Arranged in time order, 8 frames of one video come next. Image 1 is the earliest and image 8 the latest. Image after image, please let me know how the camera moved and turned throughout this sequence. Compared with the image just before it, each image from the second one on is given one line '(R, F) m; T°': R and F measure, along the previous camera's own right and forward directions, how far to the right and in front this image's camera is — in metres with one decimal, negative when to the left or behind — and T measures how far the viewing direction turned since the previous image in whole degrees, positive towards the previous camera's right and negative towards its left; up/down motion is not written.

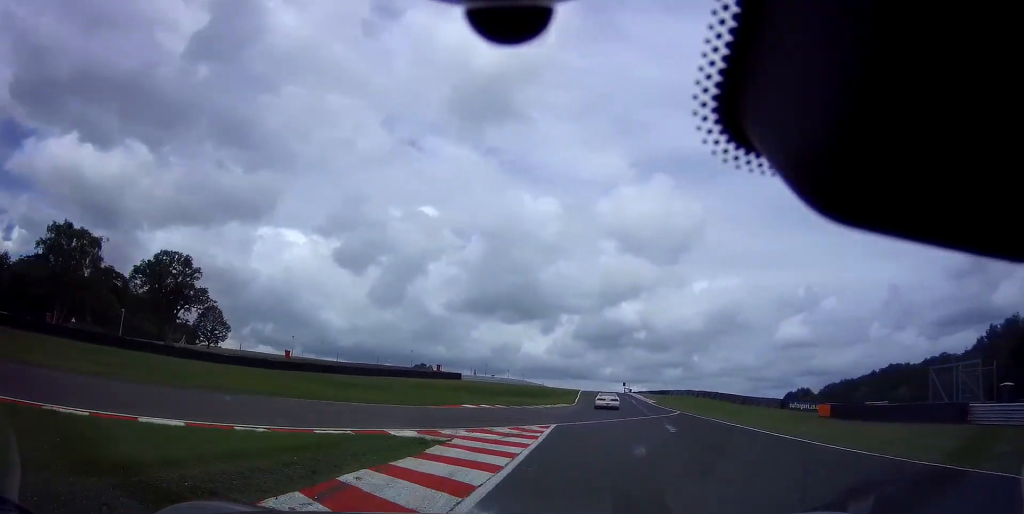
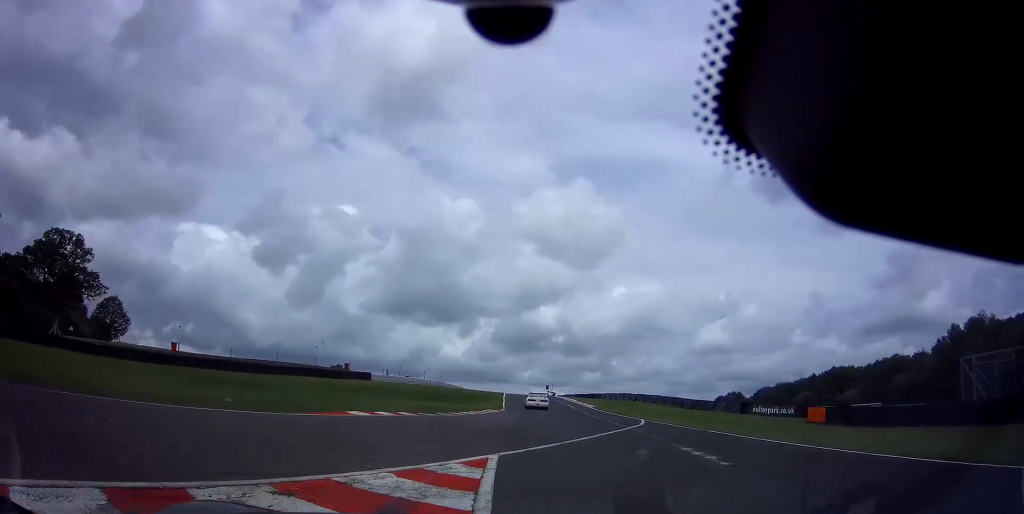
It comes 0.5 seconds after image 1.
(+0.4, +8.7) m; +9°
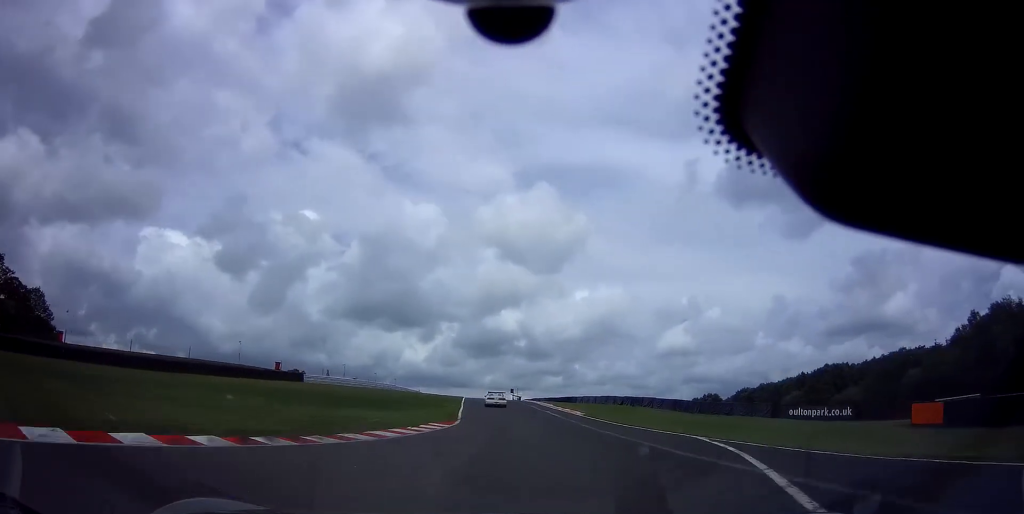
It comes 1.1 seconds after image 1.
(+1.4, +13.4) m; +4°
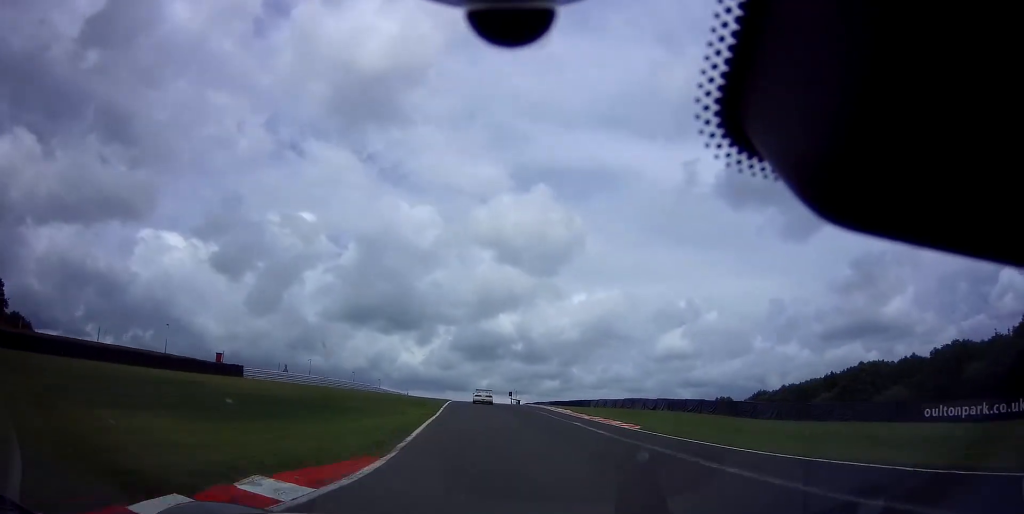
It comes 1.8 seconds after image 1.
(+0.6, +15.0) m; +2°
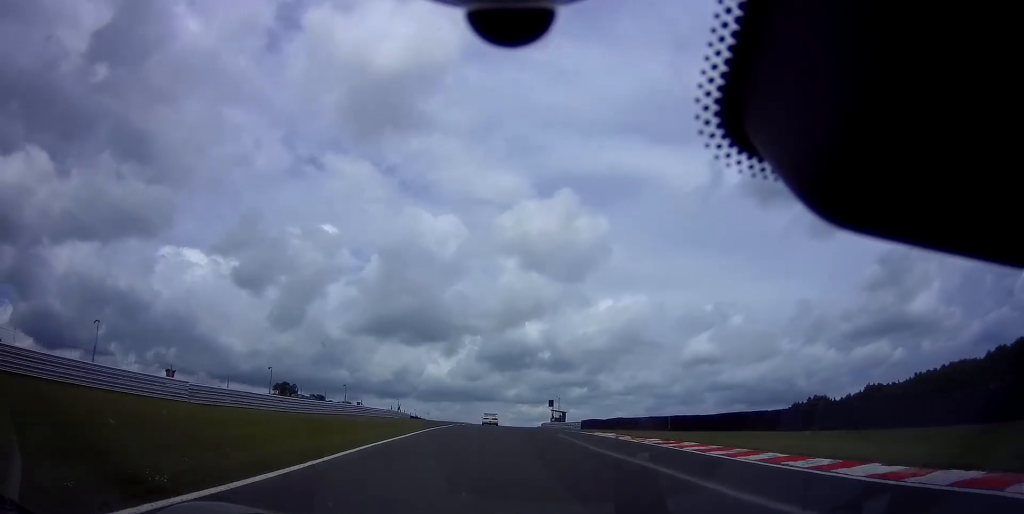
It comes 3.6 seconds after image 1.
(-0.8, +46.5) m; -2°
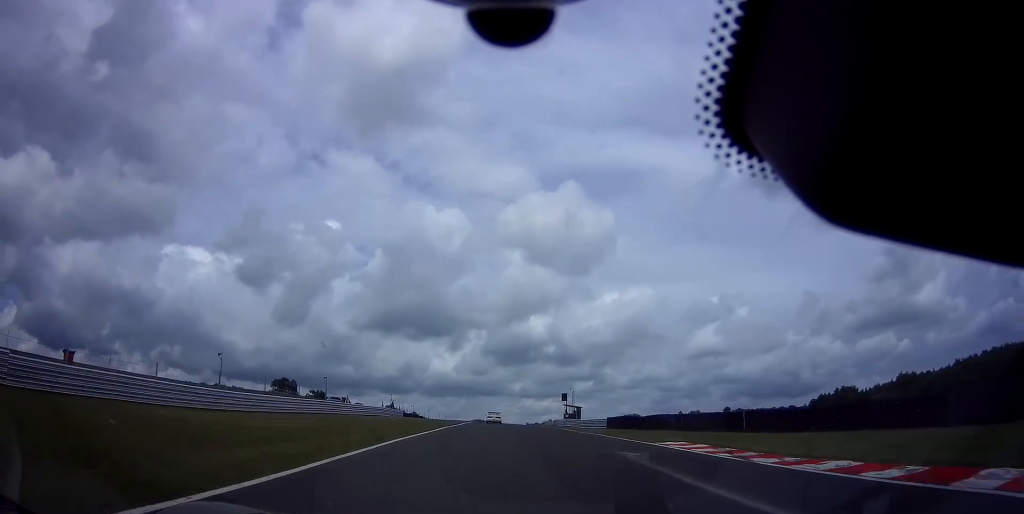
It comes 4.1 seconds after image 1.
(+0.1, +11.5) m; 0°
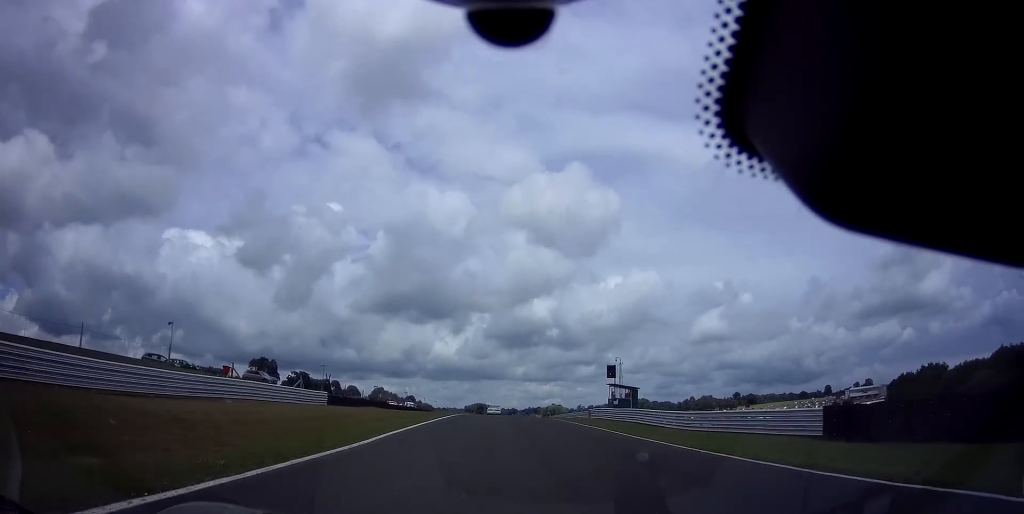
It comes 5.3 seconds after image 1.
(-0.2, +34.5) m; 0°
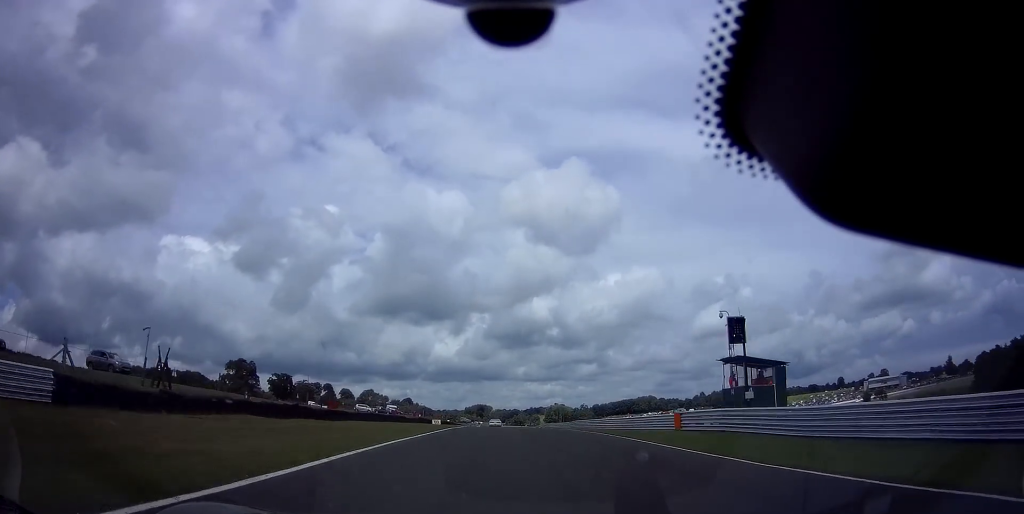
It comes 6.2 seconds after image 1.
(0.0, +28.1) m; 0°
